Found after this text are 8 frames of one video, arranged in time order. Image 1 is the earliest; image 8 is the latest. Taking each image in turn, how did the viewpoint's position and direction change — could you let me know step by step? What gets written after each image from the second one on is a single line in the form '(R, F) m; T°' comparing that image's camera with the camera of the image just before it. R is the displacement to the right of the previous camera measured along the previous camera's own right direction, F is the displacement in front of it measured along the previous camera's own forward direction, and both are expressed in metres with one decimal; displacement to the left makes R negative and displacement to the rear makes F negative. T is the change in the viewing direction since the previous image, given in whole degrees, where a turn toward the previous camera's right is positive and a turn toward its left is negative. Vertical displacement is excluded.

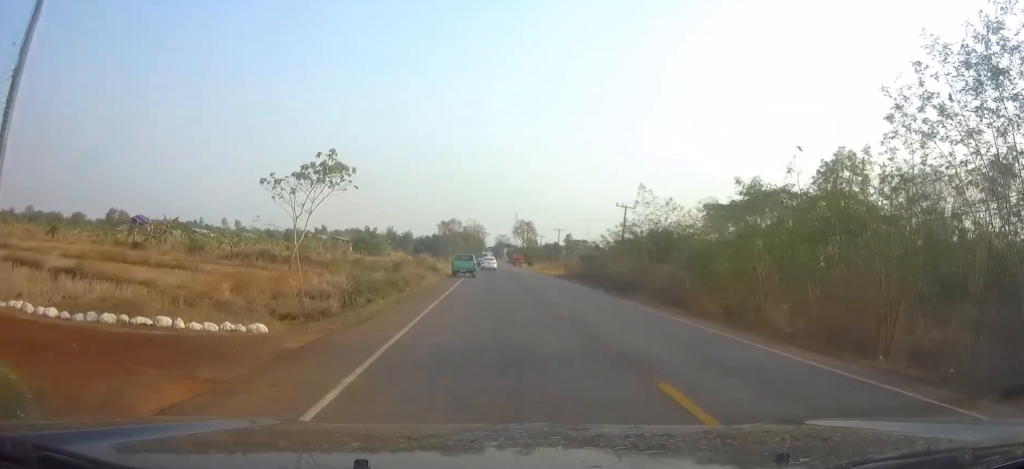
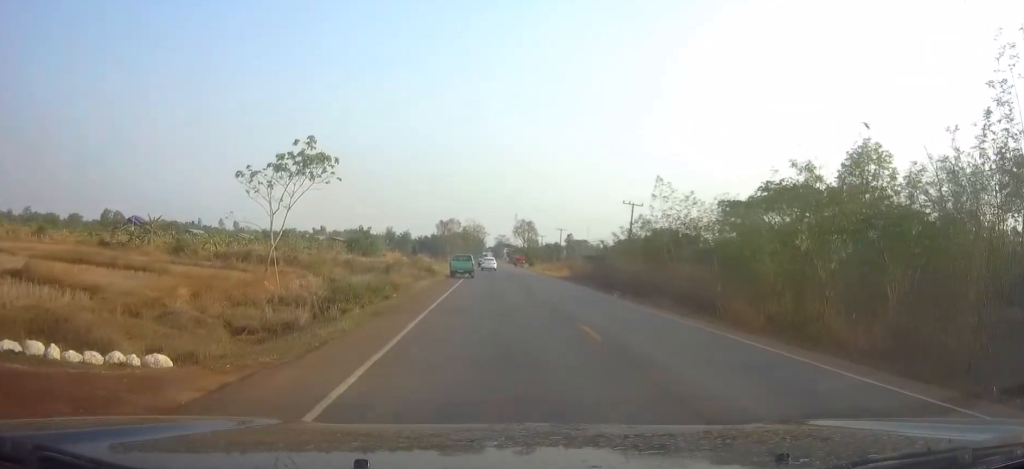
(-0.1, +5.1) m; -1°
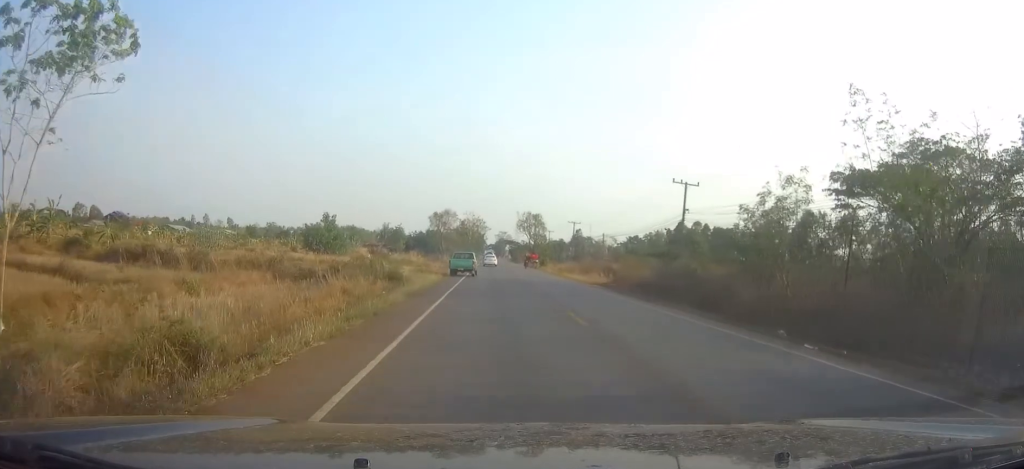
(+0.4, +22.8) m; +2°
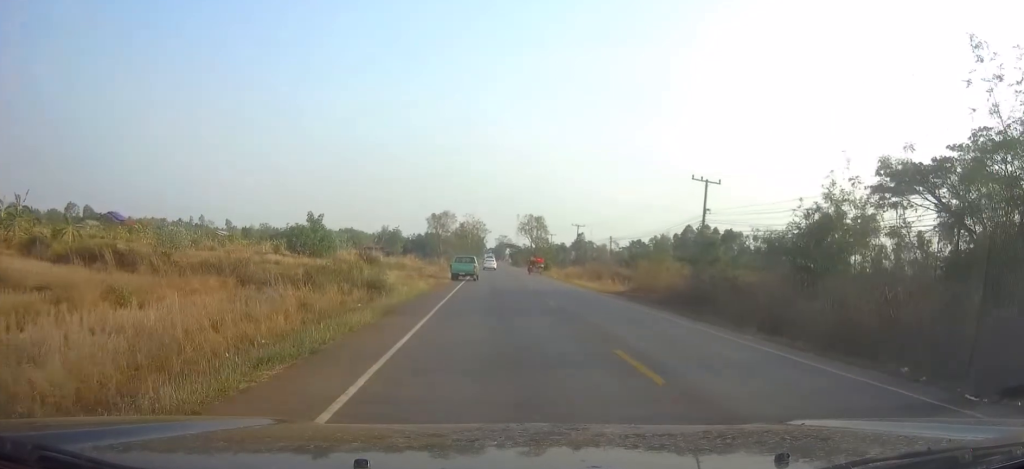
(0.0, +6.3) m; 0°
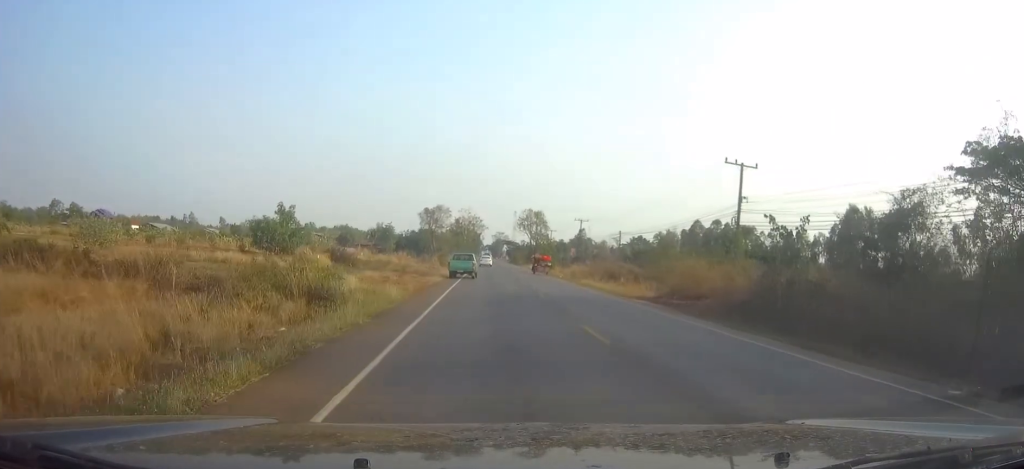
(0.0, +9.1) m; 0°
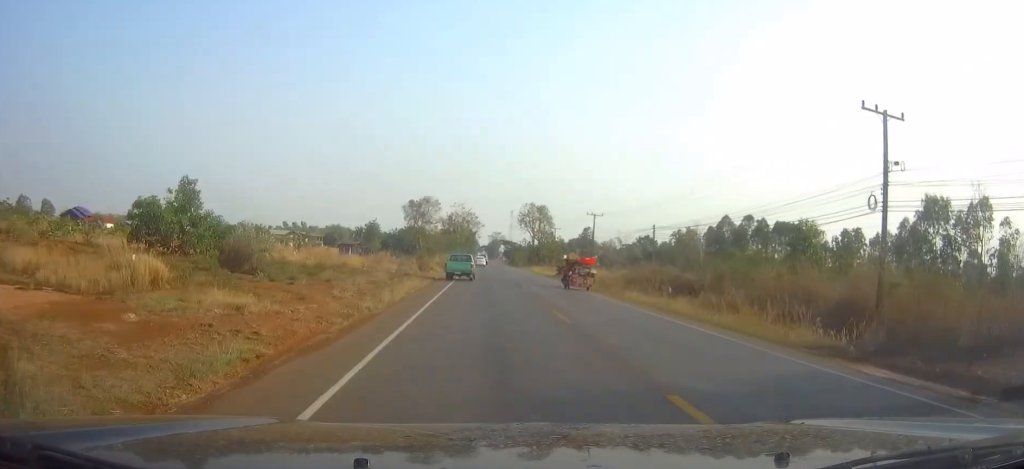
(+0.1, +19.5) m; 0°
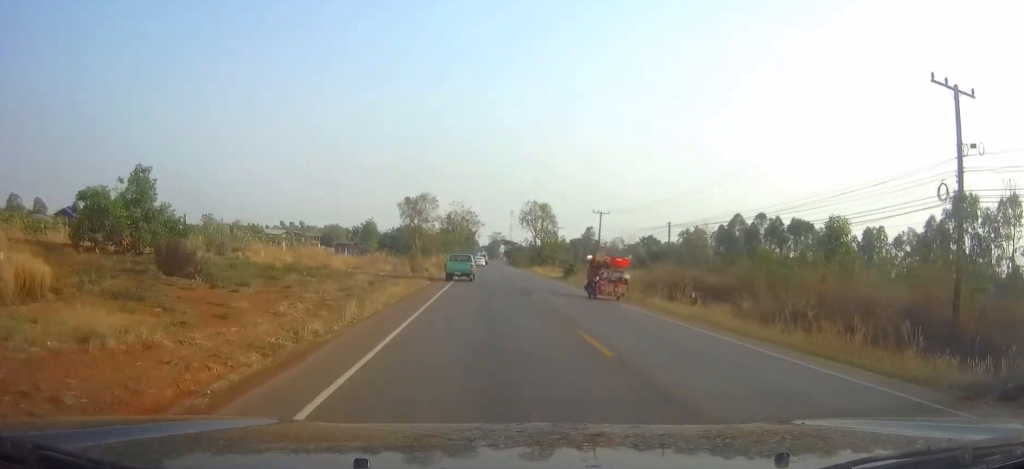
(0.0, +5.6) m; 0°
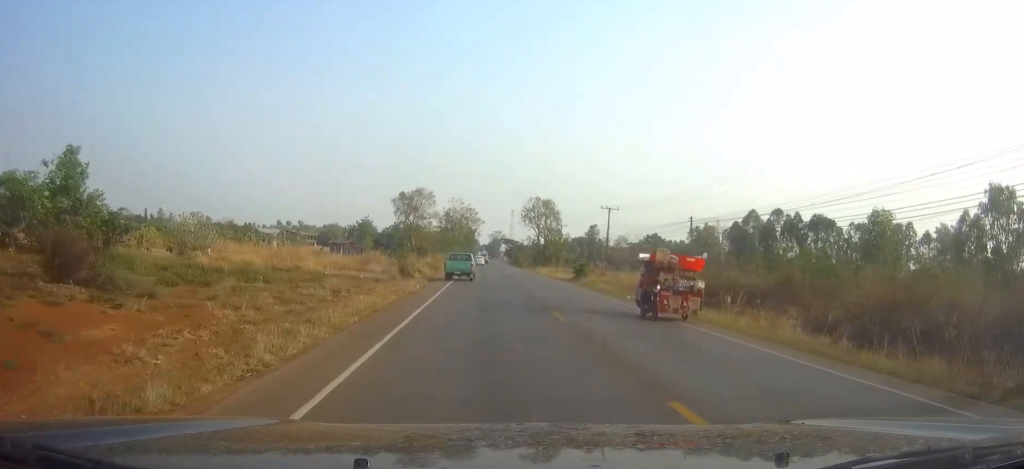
(0.0, +6.5) m; 0°
